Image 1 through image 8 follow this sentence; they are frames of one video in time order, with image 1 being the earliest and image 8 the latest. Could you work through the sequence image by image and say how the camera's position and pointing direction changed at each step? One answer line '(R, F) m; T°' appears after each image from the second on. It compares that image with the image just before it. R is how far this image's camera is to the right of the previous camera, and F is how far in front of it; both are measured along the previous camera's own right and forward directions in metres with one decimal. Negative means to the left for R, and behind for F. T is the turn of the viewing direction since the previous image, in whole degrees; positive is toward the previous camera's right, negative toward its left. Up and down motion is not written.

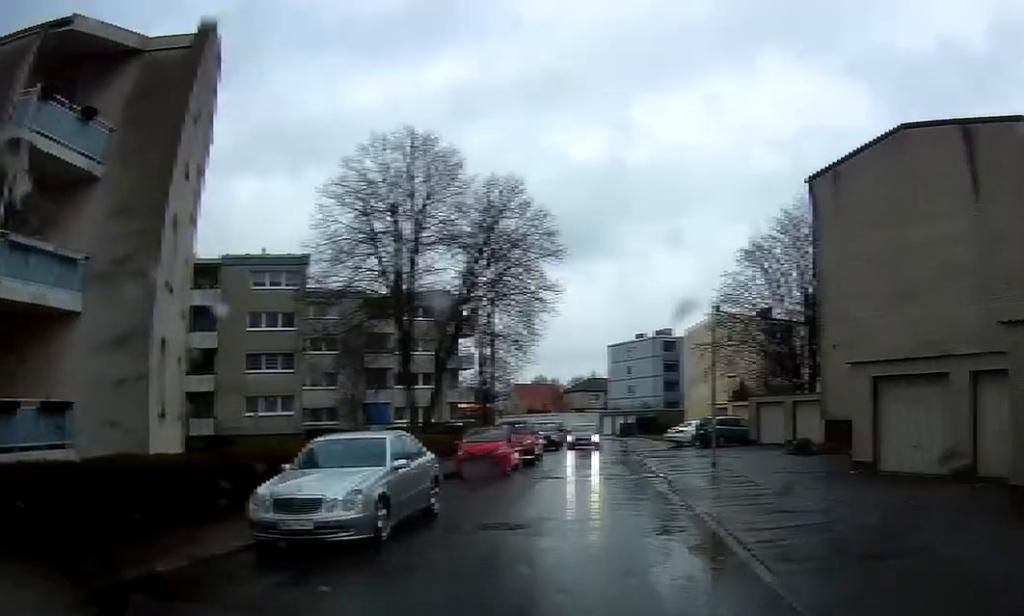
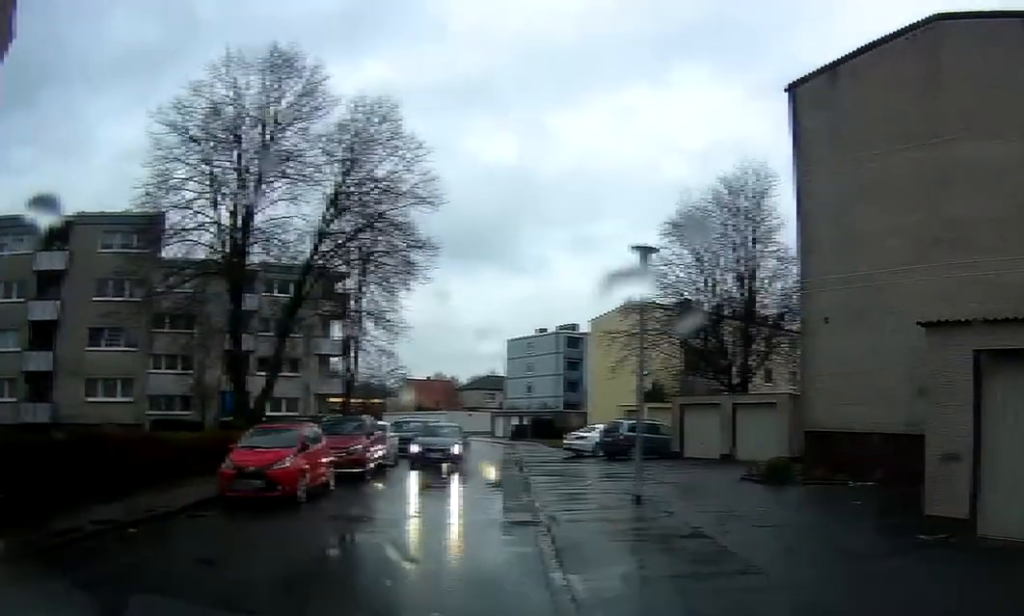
(+0.5, +11.7) m; +6°
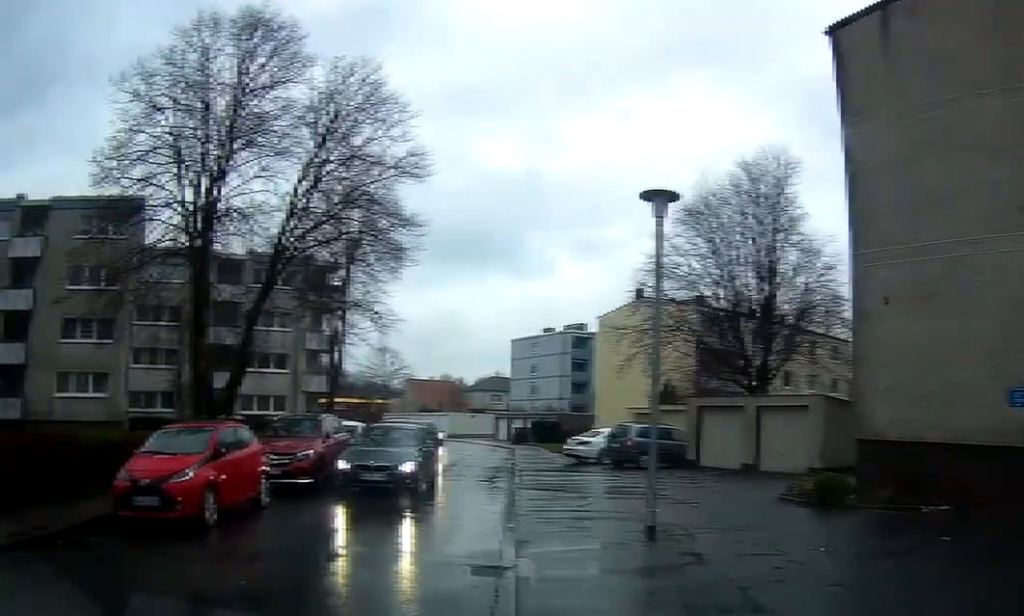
(+0.4, +5.5) m; +3°
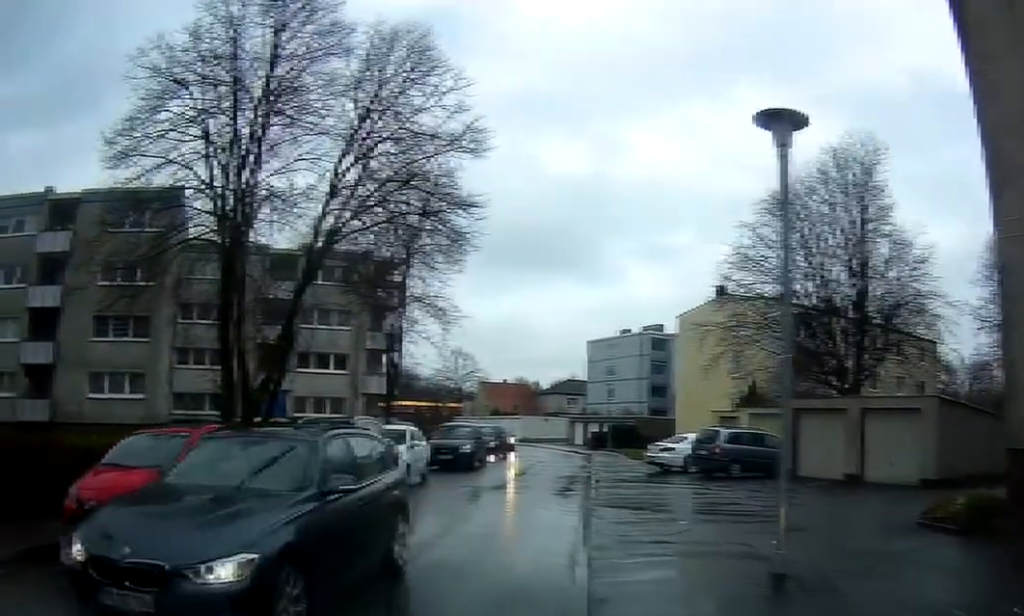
(-0.3, +4.4) m; -11°
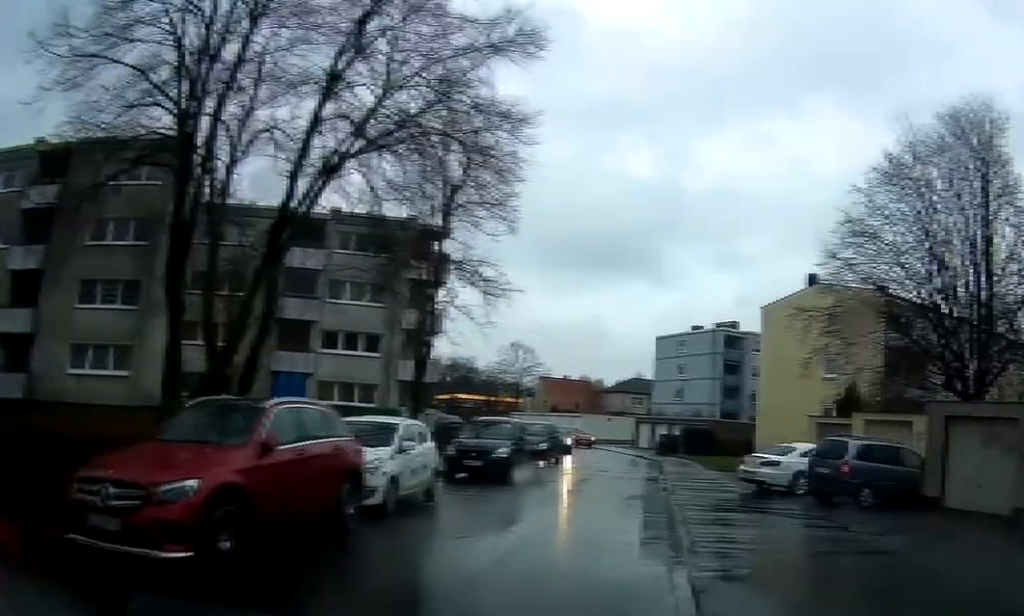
(-1.0, +5.0) m; -18°
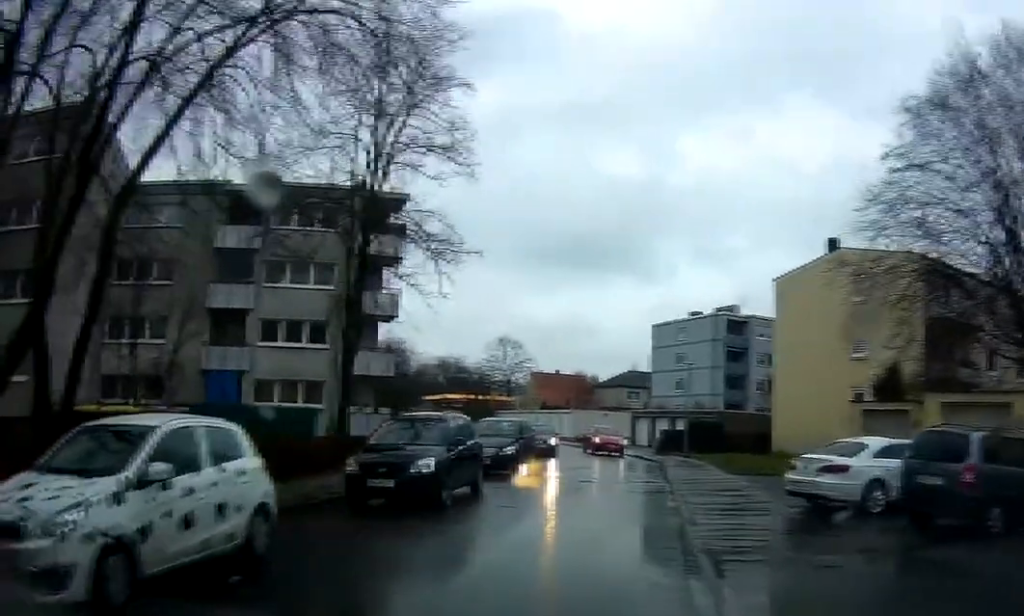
(-0.2, +3.9) m; +2°
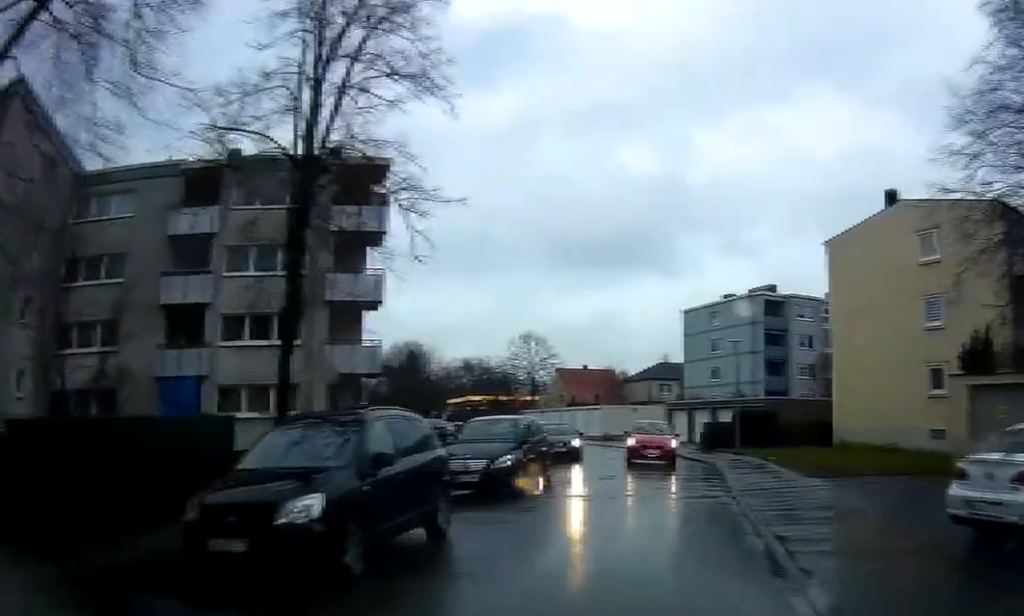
(+0.3, +4.1) m; +7°
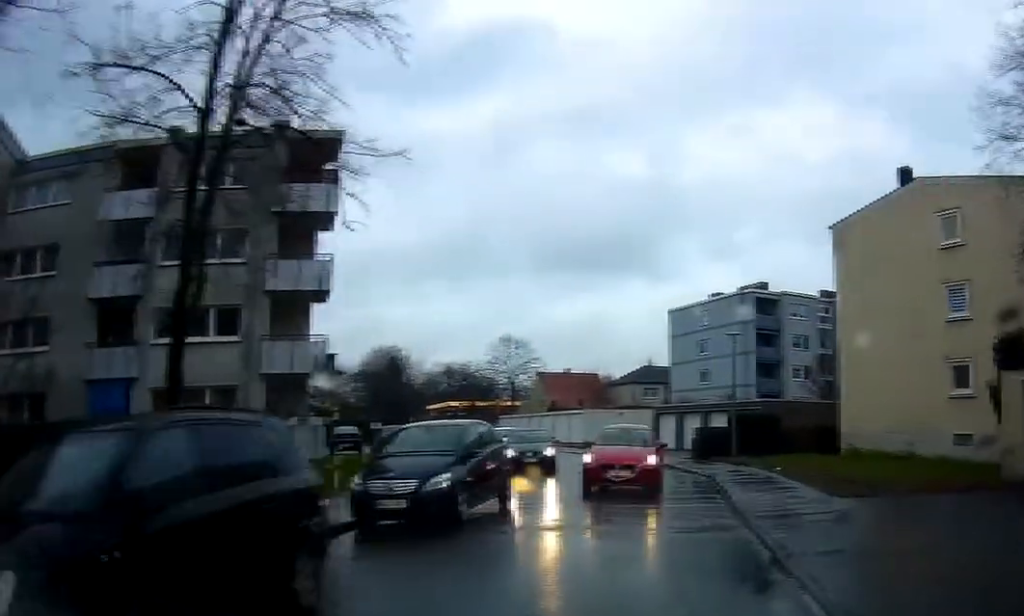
(+0.1, +2.9) m; +2°
